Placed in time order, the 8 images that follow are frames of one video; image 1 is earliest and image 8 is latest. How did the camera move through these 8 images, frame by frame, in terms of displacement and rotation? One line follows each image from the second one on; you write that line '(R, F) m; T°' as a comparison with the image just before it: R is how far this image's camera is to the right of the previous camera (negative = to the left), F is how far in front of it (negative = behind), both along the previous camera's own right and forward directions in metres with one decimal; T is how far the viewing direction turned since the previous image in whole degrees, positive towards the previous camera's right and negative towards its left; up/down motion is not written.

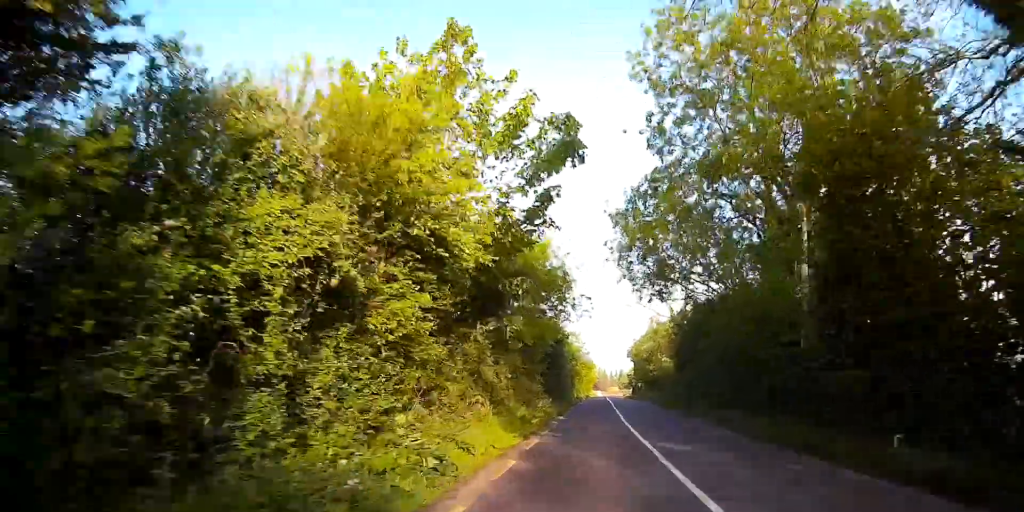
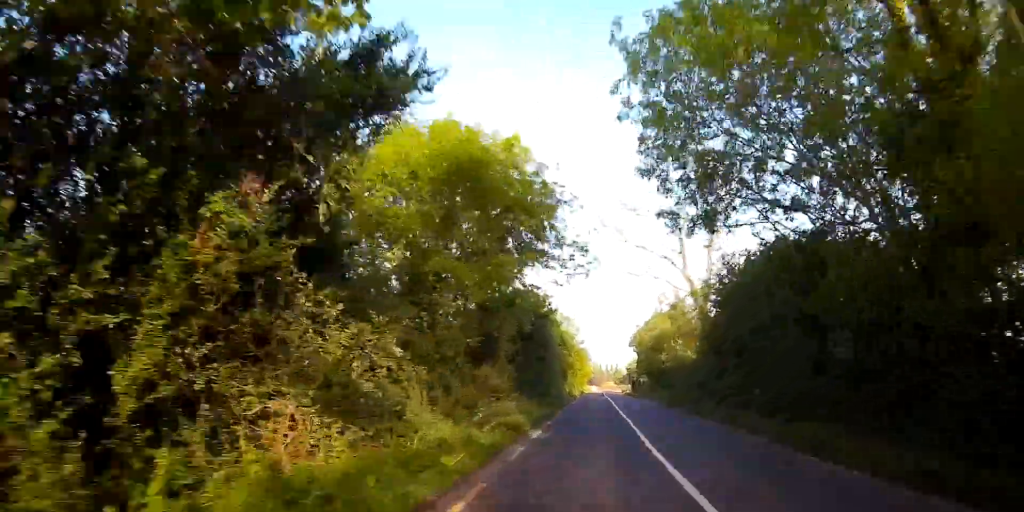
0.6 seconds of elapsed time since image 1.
(+0.1, +11.3) m; +3°
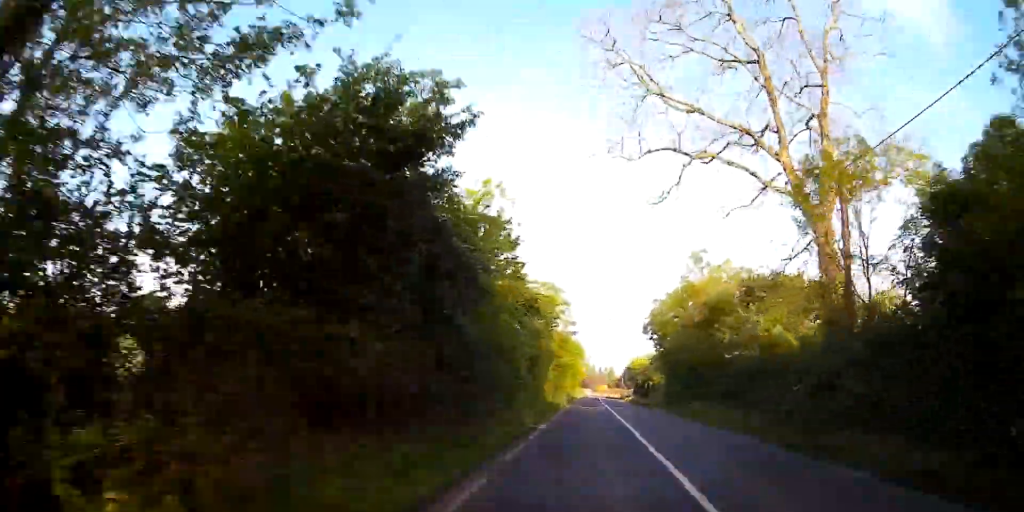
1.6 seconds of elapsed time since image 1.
(+0.9, +21.3) m; +2°
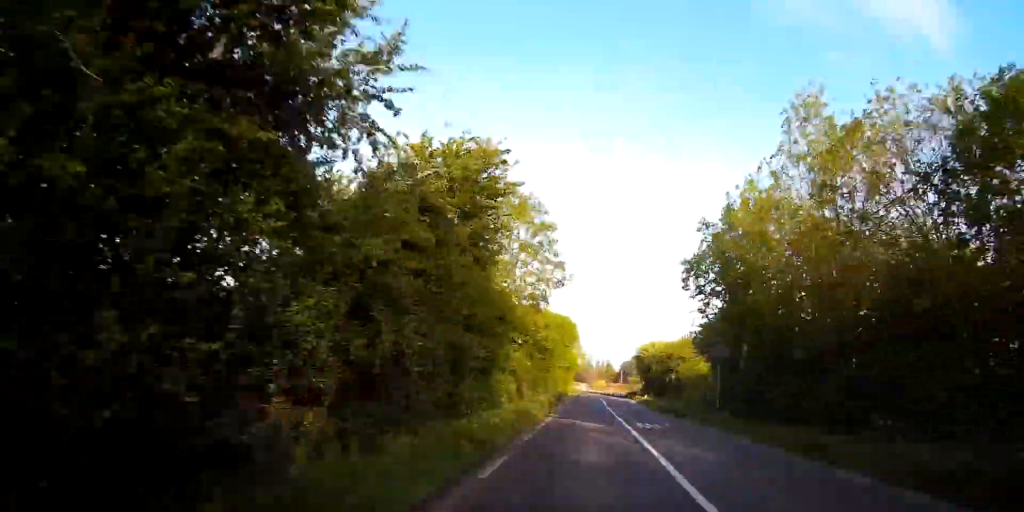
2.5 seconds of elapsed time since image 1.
(0.0, +18.8) m; 0°
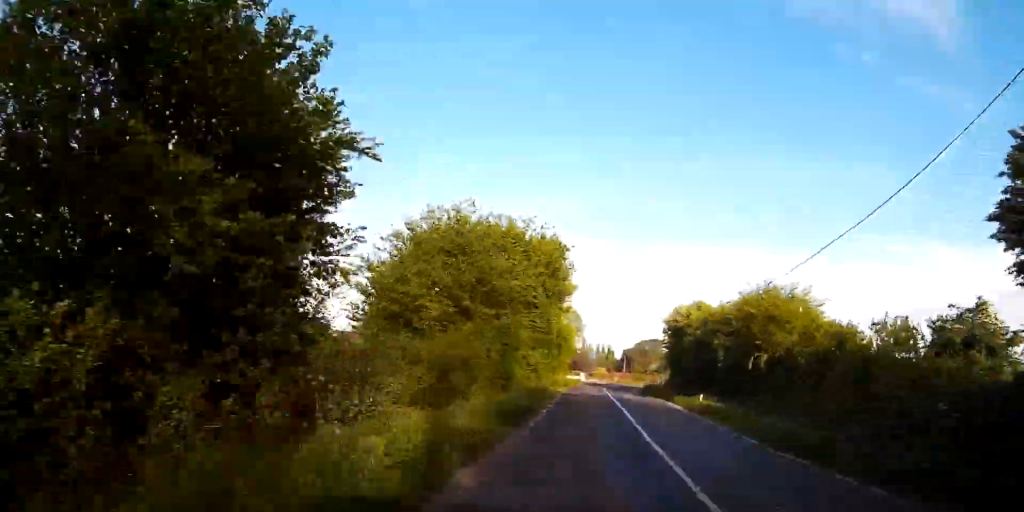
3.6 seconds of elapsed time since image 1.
(0.0, +23.5) m; 0°
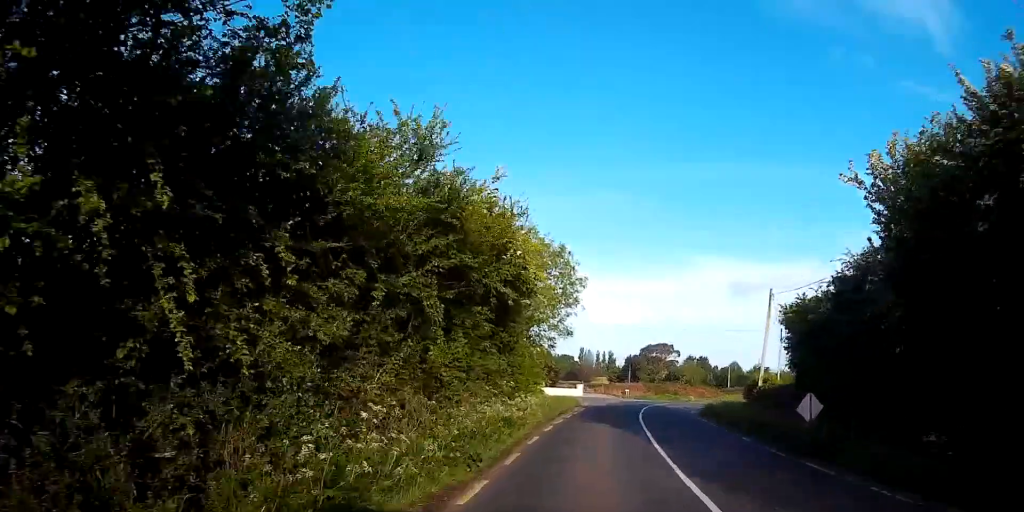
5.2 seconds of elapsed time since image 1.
(+0.7, +32.6) m; +2°
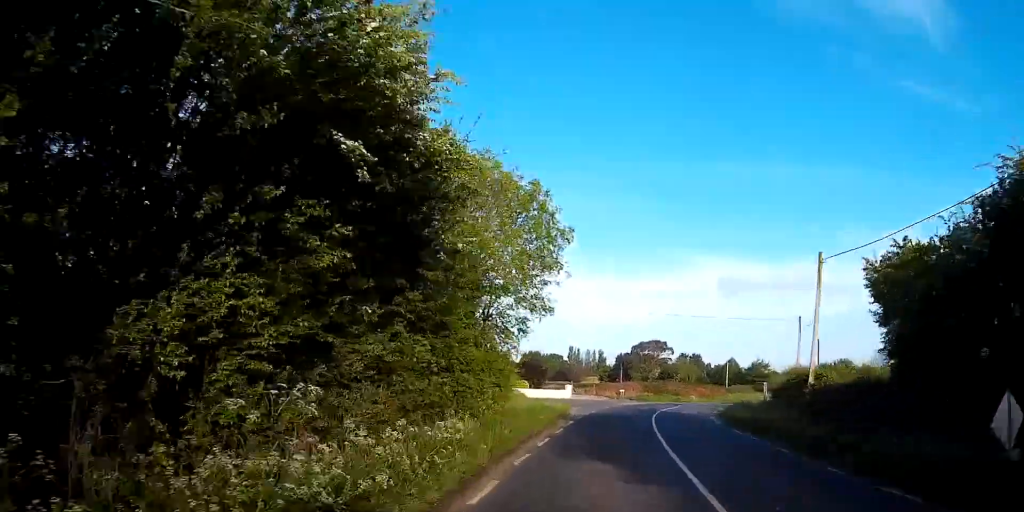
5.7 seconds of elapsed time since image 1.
(+0.1, +8.7) m; +1°
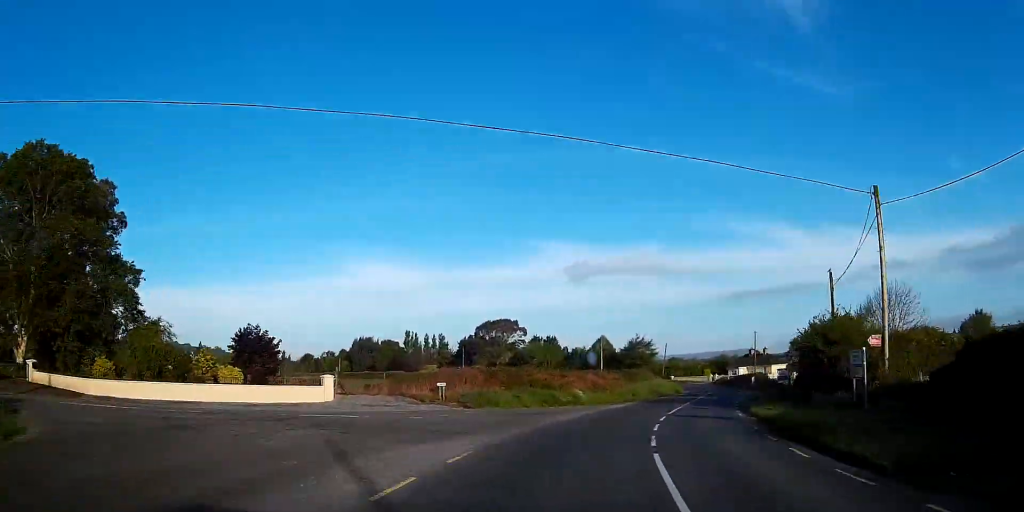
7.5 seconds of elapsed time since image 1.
(+3.8, +34.8) m; +16°
